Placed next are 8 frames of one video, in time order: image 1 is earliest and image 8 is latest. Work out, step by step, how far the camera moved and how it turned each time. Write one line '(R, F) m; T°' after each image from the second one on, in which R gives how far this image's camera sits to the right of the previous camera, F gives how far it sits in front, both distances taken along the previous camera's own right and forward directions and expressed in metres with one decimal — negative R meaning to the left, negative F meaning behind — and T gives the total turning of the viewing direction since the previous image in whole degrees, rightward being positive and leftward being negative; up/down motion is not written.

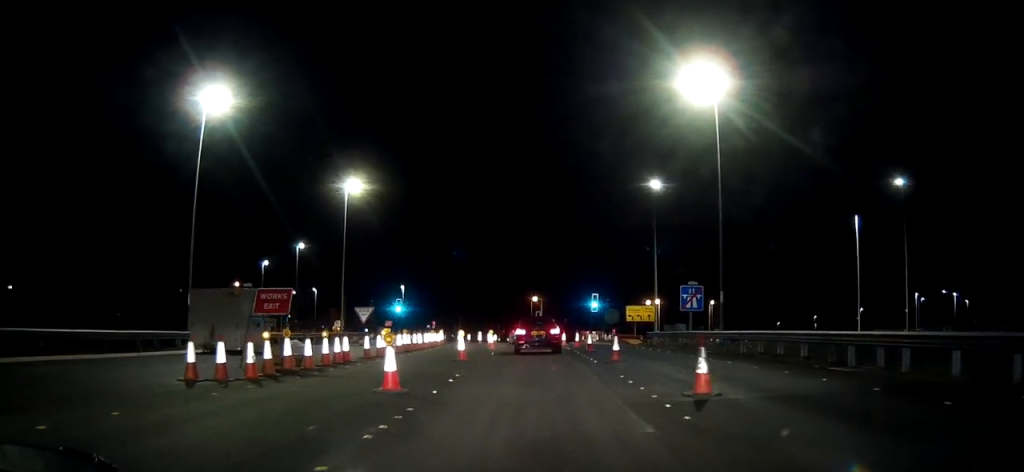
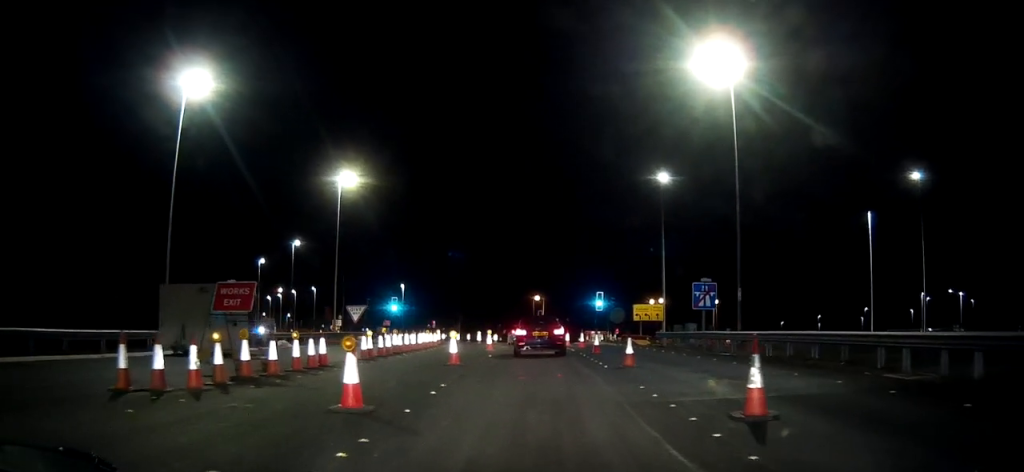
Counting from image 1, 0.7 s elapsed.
(+0.2, +2.9) m; 0°
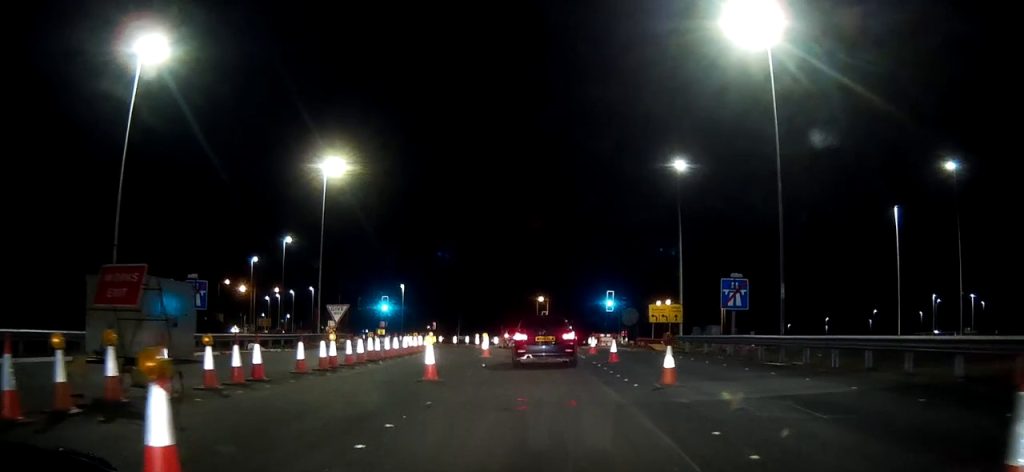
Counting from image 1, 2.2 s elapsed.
(-0.2, +5.5) m; -2°
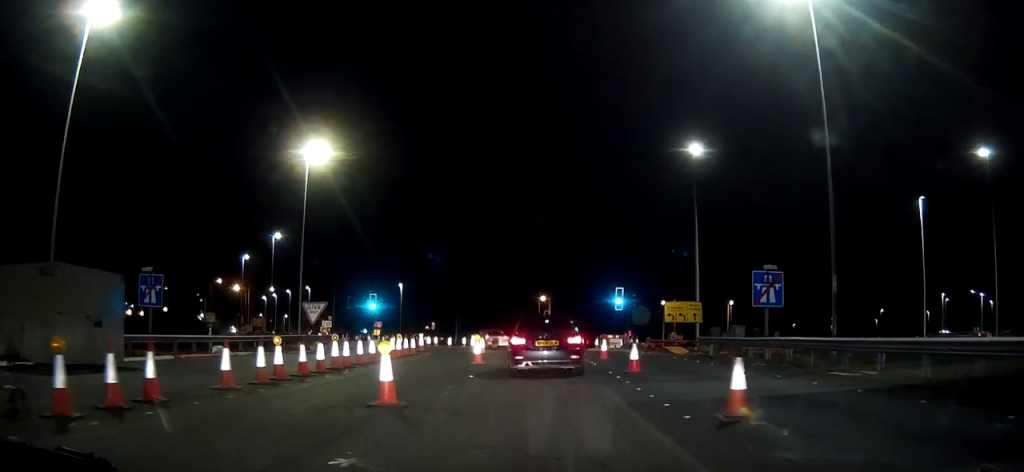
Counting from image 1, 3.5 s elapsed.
(0.0, +4.5) m; +1°
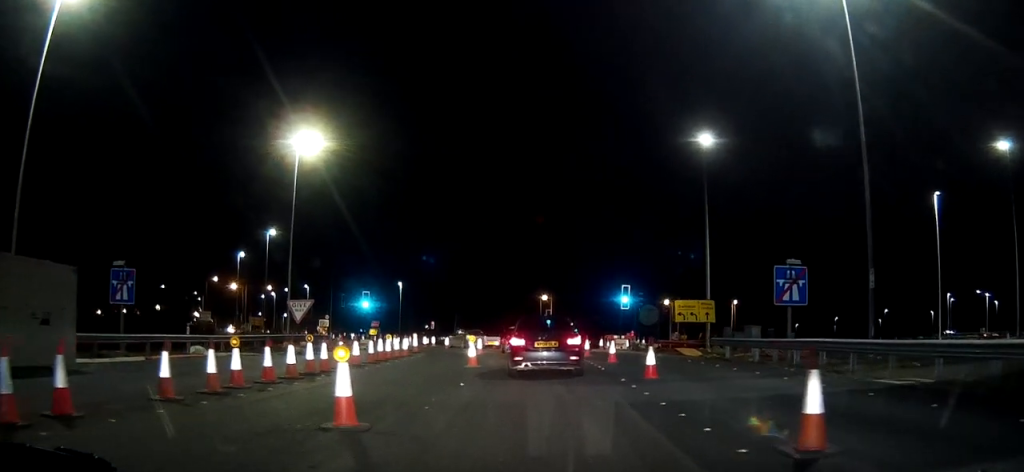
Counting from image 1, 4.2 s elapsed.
(0.0, +2.5) m; 0°
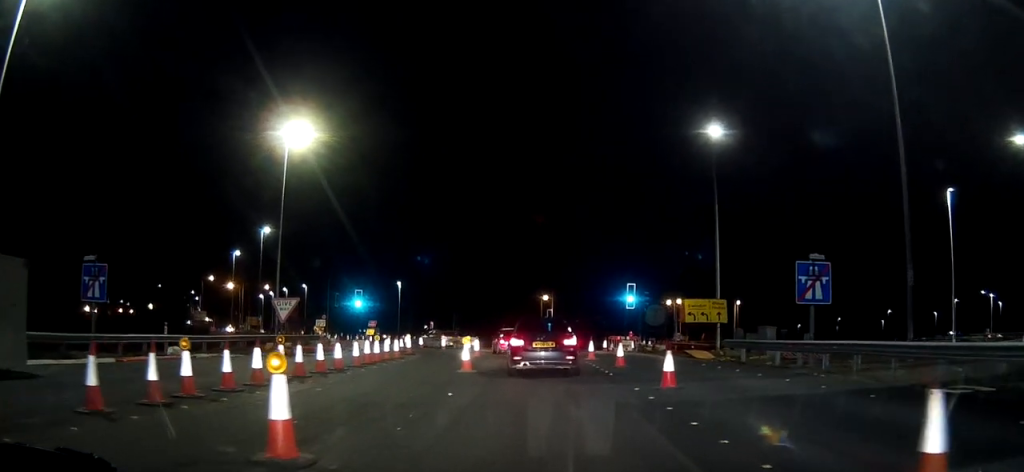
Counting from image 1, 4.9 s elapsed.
(0.0, +2.2) m; +1°
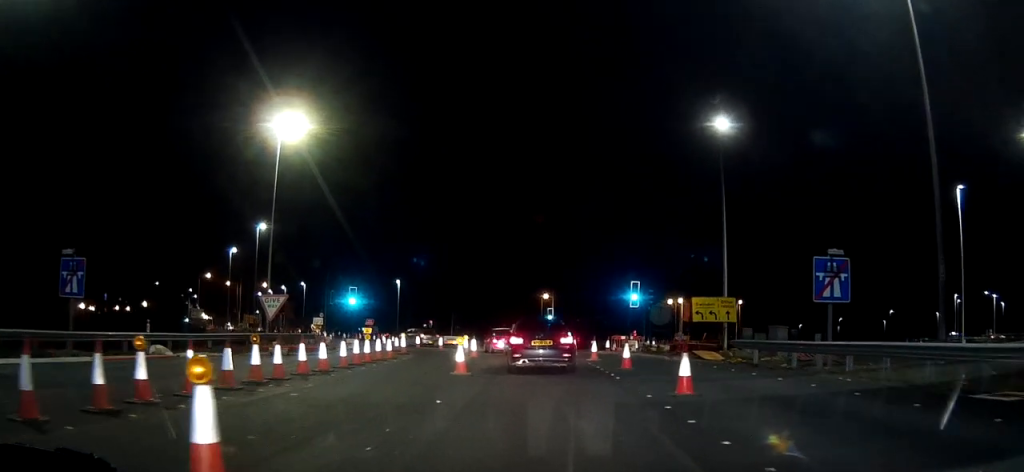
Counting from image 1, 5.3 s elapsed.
(0.0, +1.4) m; +1°
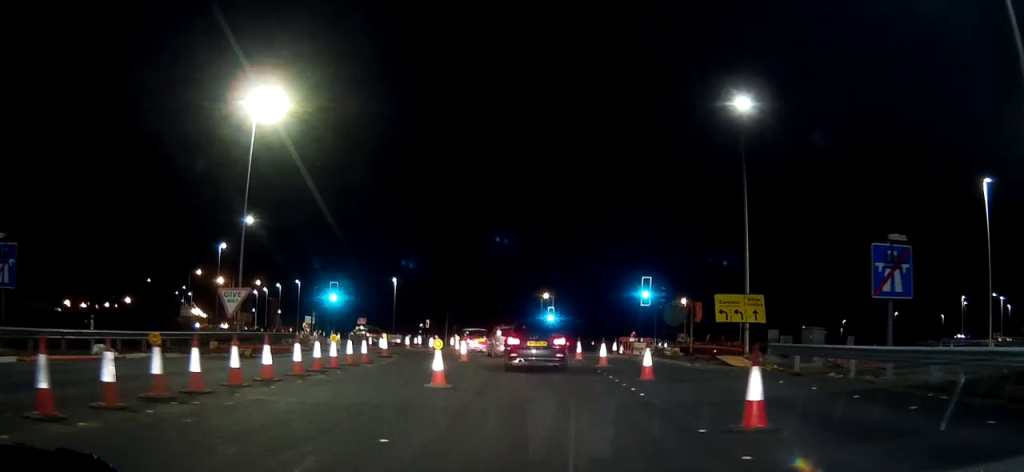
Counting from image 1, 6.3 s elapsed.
(+0.1, +3.3) m; 0°
